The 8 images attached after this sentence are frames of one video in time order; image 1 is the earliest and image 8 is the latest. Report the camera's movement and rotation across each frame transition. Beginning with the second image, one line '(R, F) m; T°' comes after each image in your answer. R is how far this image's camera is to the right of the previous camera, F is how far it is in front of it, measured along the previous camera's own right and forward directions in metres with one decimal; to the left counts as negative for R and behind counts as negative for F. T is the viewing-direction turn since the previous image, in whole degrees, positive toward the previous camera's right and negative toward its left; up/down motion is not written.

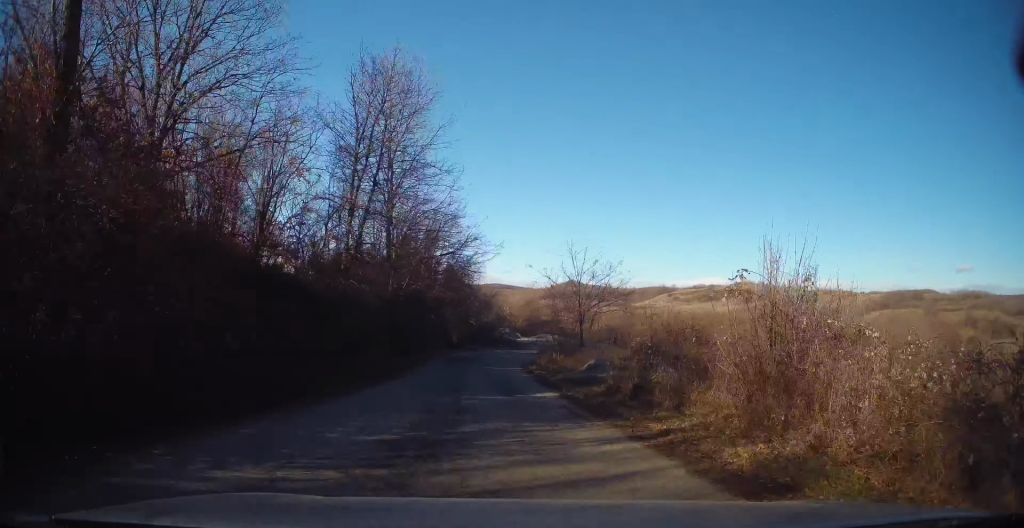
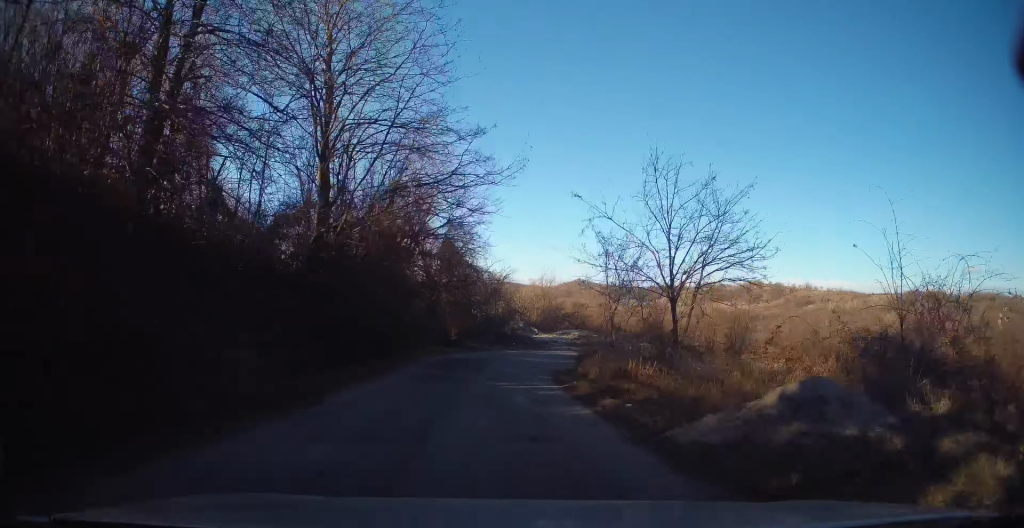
(-0.7, +11.9) m; -2°
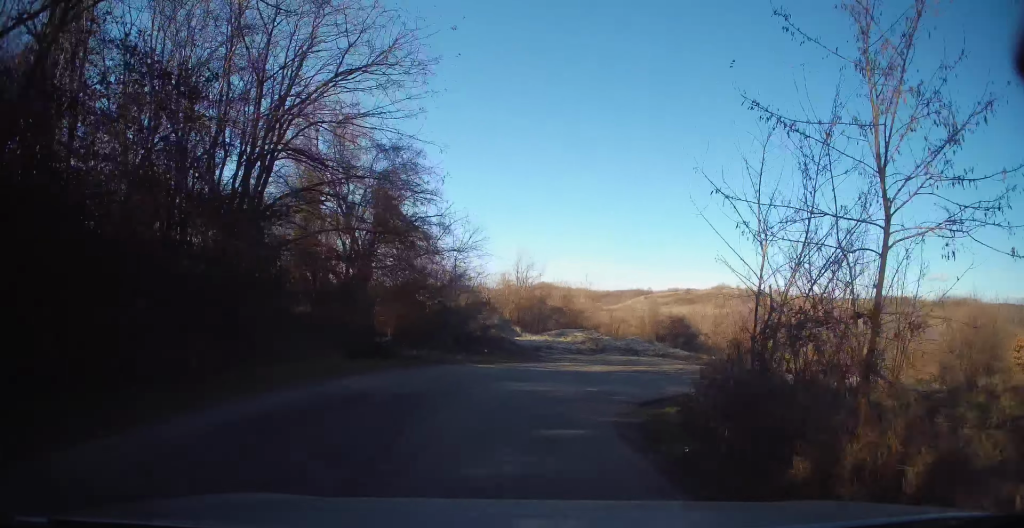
(+0.6, +15.2) m; +6°
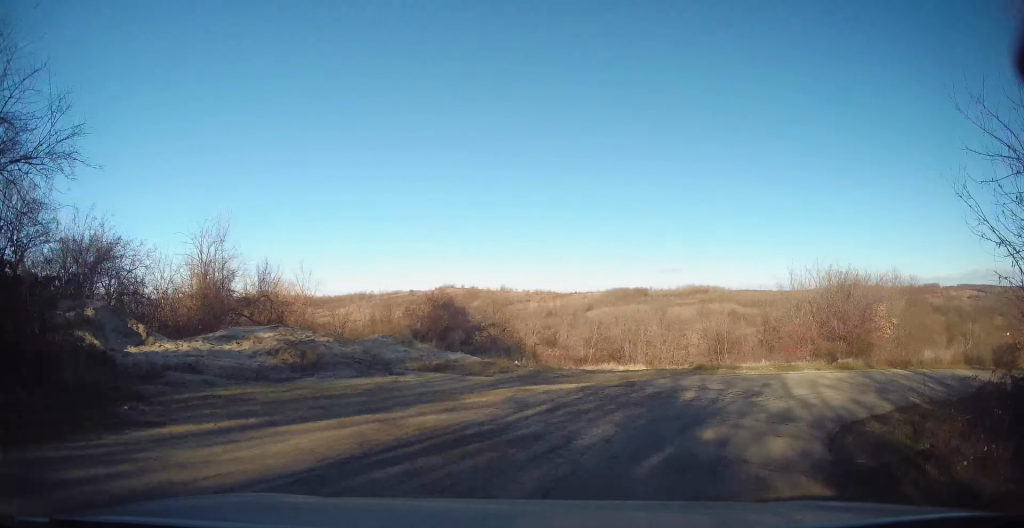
(+2.7, +18.0) m; +27°
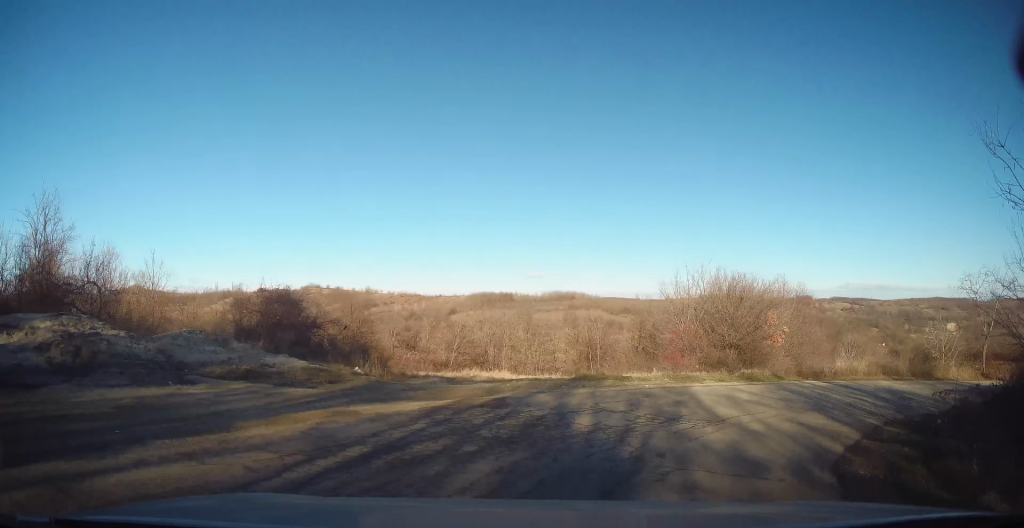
(+0.7, +4.3) m; +15°
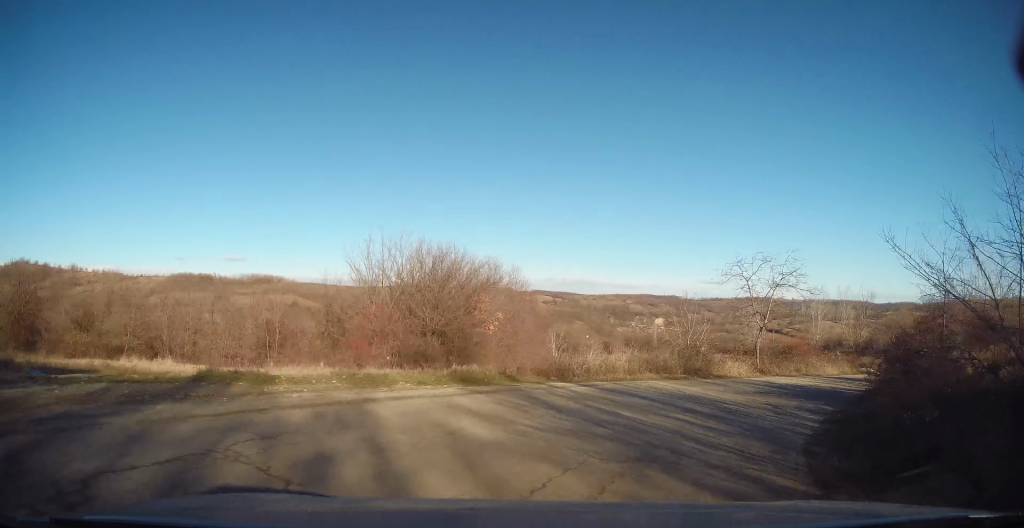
(+2.3, +7.3) m; +33°
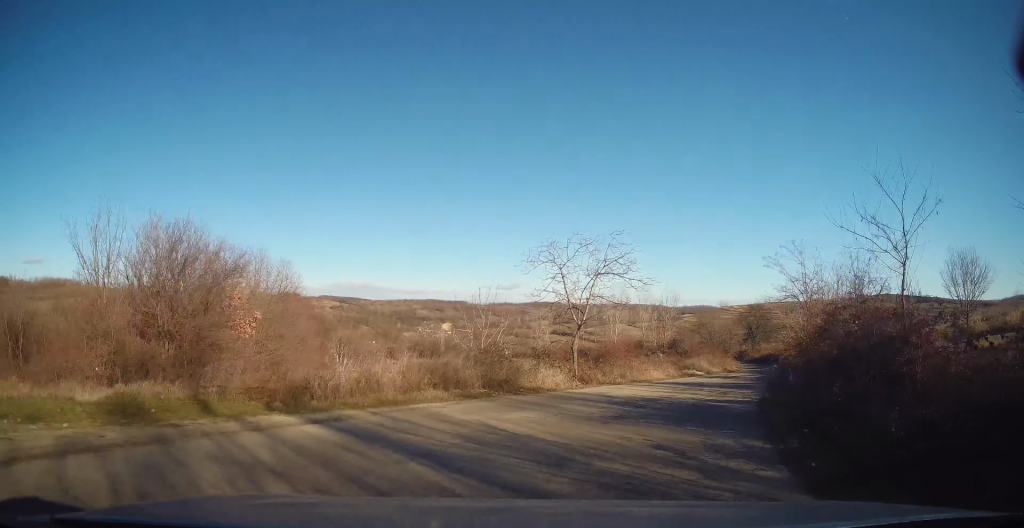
(+1.0, +6.1) m; +24°
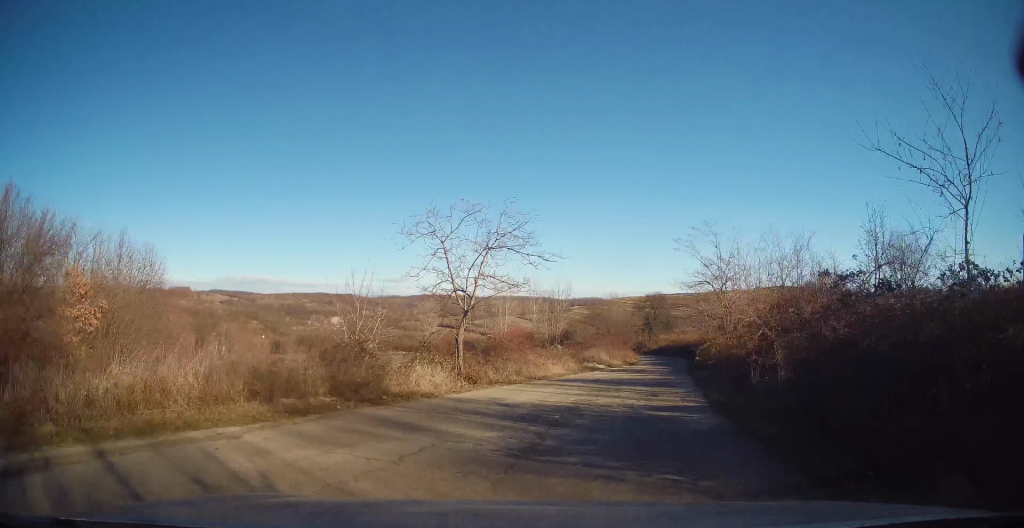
(+1.0, +4.2) m; +10°
